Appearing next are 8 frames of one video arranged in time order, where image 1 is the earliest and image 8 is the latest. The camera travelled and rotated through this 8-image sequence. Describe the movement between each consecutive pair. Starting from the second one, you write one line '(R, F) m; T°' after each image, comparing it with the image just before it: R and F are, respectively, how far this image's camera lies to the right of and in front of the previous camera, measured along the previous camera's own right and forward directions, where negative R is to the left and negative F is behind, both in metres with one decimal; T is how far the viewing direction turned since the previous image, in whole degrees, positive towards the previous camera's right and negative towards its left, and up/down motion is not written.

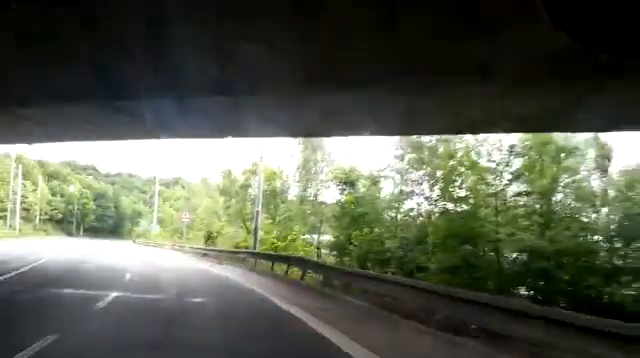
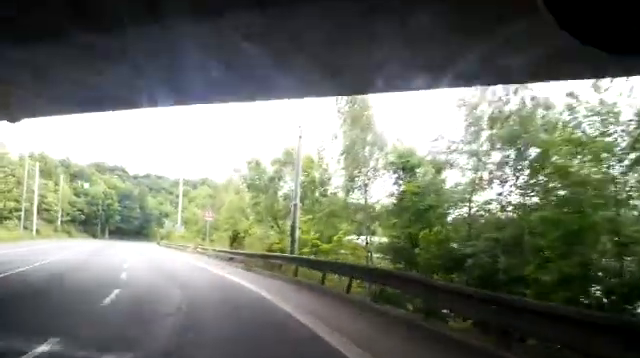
(-0.5, +5.5) m; -4°
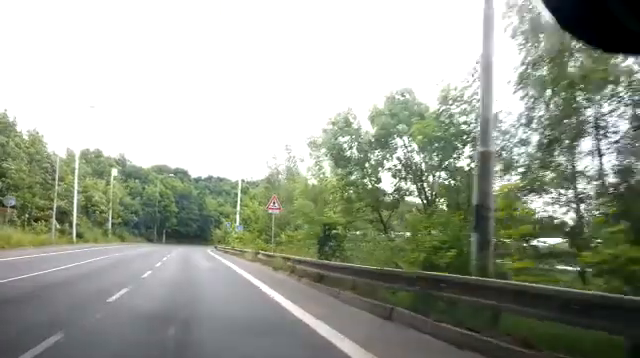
(-0.9, +11.6) m; -8°
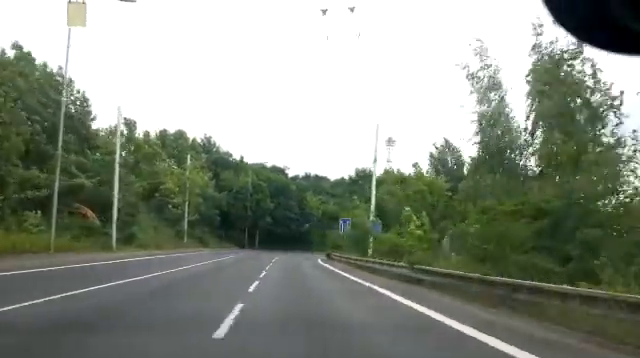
(-2.0, +23.7) m; -8°
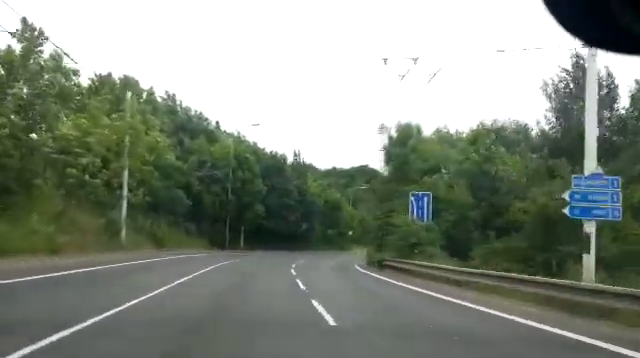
(0.0, +21.8) m; +2°
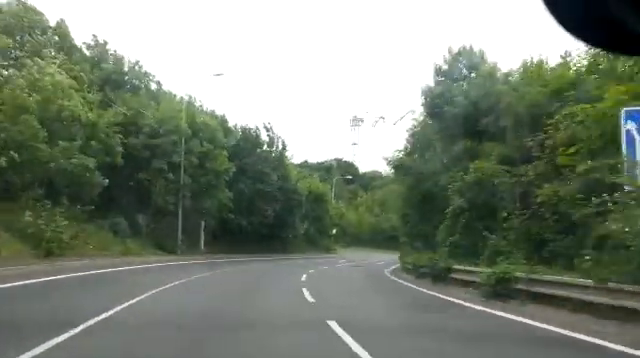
(+0.5, +15.1) m; +3°
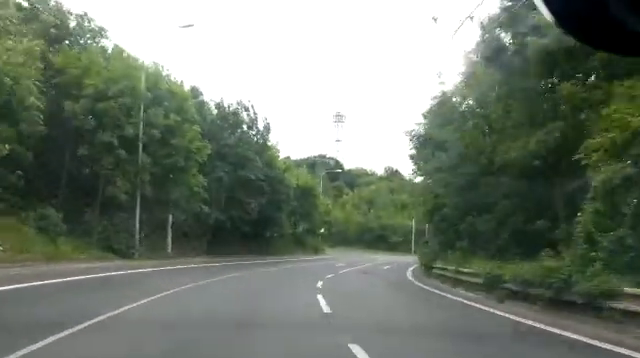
(0.0, +7.8) m; +2°
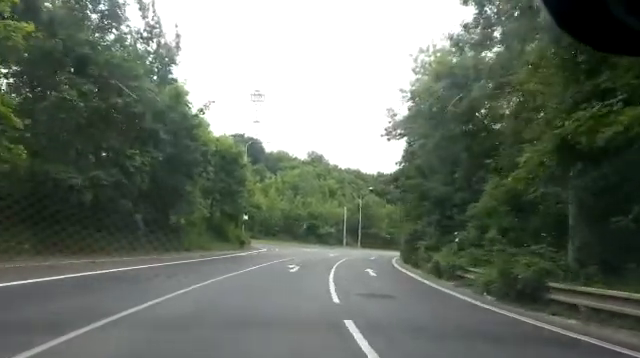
(+1.1, +15.5) m; +9°
